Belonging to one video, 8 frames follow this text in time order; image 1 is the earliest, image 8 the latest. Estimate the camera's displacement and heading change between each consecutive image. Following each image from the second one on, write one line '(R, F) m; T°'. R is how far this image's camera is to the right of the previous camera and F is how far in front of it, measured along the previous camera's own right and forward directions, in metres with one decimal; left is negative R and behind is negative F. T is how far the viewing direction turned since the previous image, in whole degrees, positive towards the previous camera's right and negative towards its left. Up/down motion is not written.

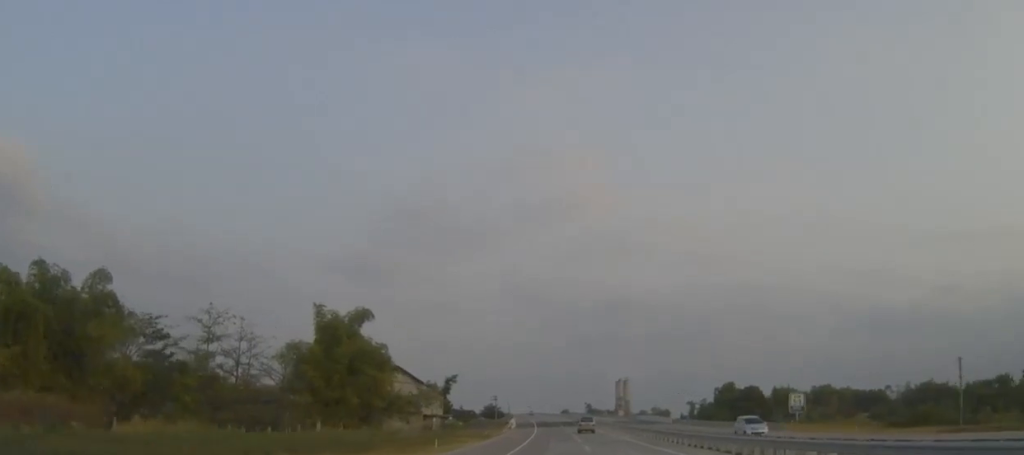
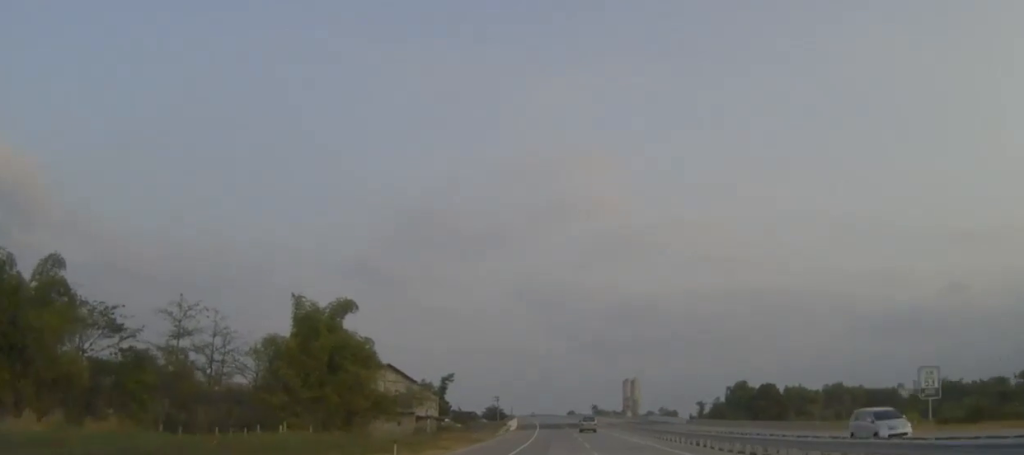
(0.0, +11.1) m; 0°
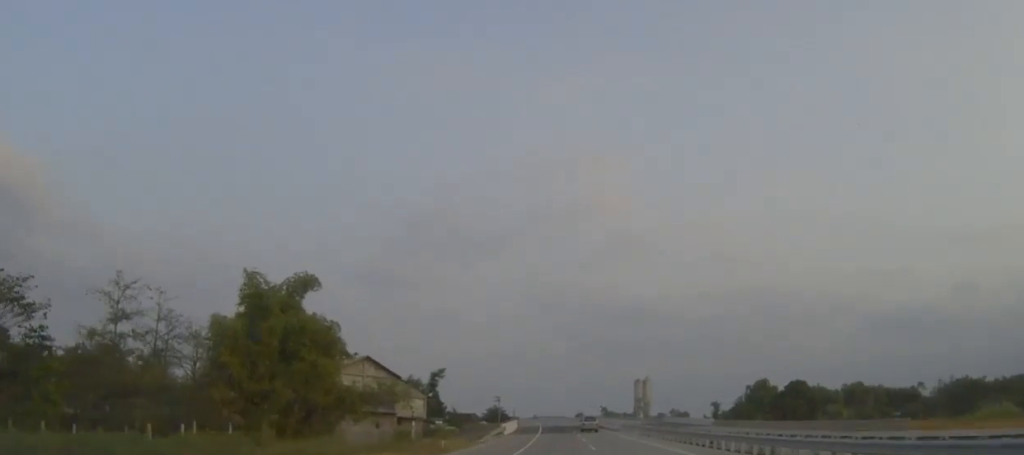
(-0.1, +15.2) m; -1°
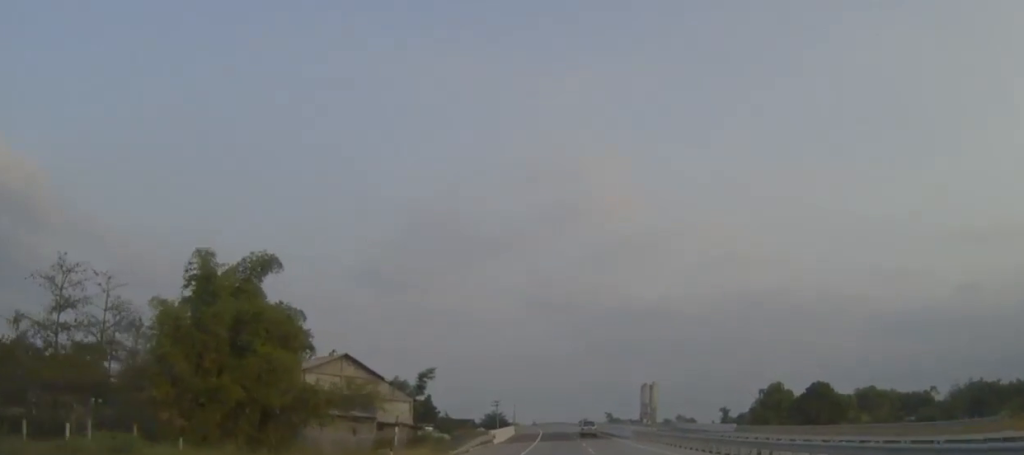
(0.0, +10.7) m; 0°
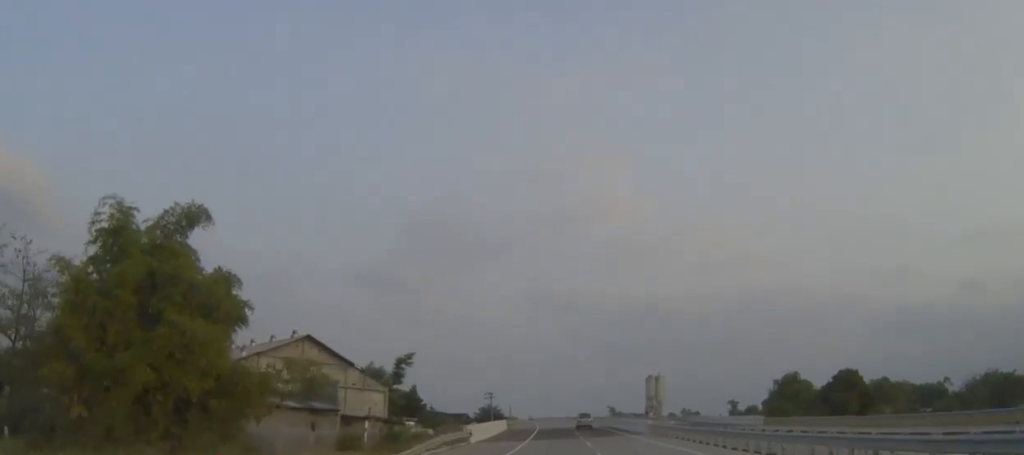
(-0.1, +12.9) m; -1°
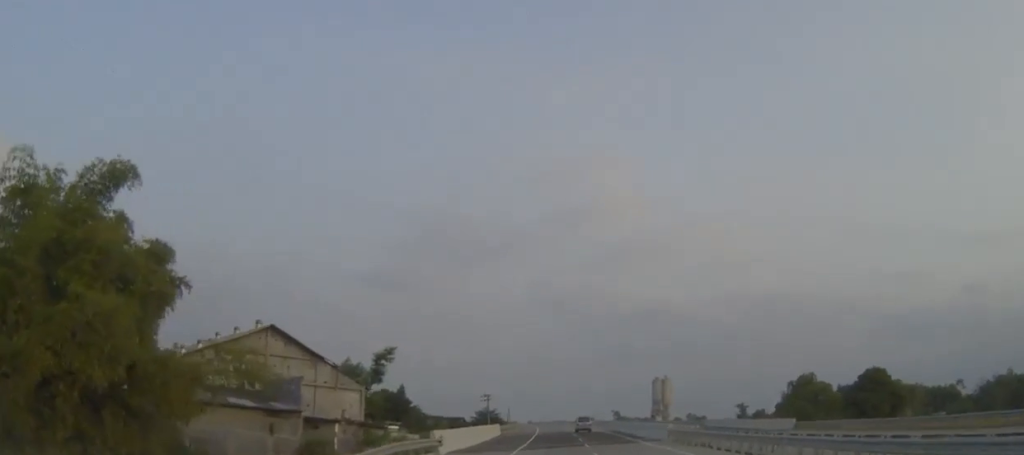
(0.0, +10.0) m; 0°
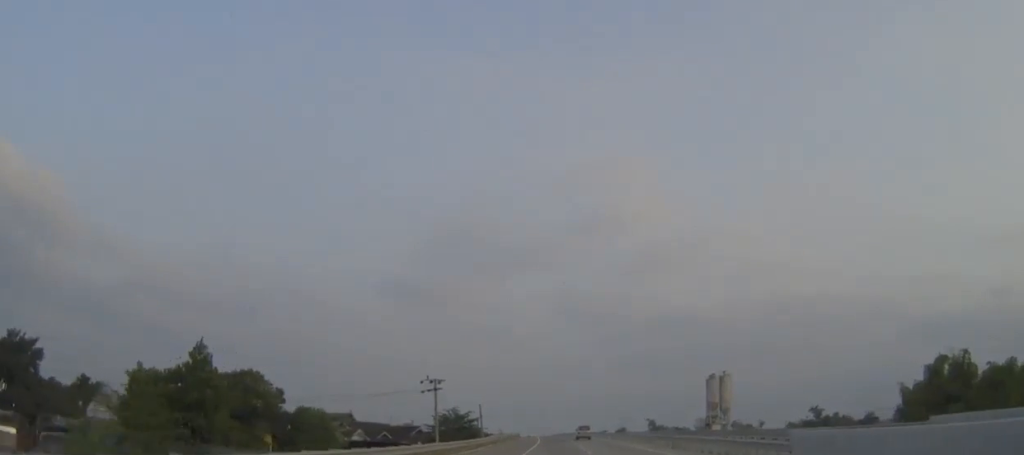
(-1.1, +66.5) m; -2°
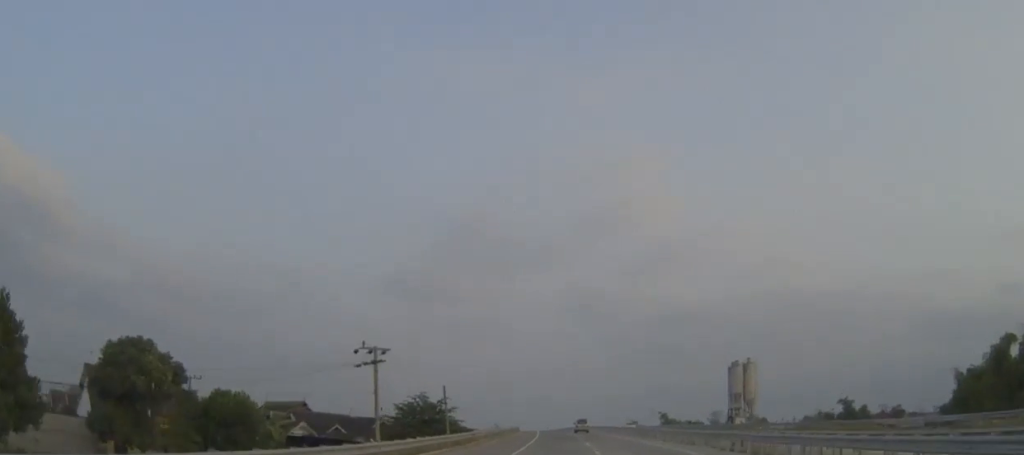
(-0.1, +21.2) m; 0°
